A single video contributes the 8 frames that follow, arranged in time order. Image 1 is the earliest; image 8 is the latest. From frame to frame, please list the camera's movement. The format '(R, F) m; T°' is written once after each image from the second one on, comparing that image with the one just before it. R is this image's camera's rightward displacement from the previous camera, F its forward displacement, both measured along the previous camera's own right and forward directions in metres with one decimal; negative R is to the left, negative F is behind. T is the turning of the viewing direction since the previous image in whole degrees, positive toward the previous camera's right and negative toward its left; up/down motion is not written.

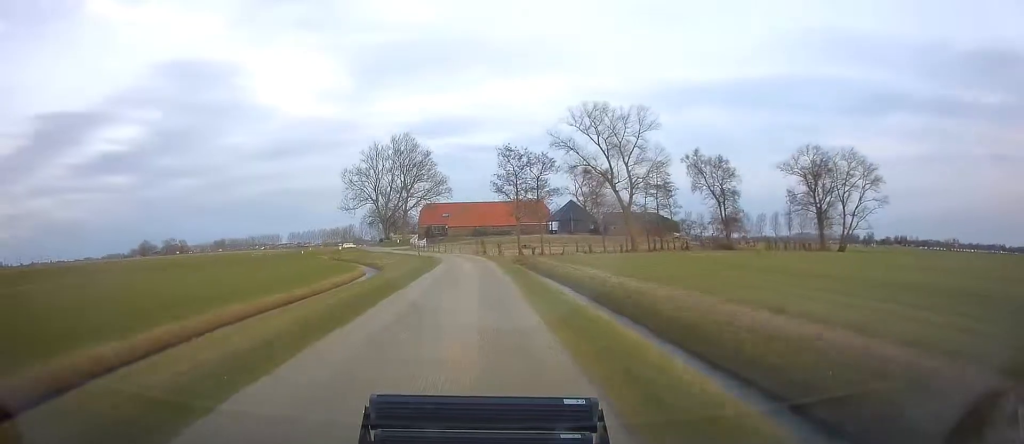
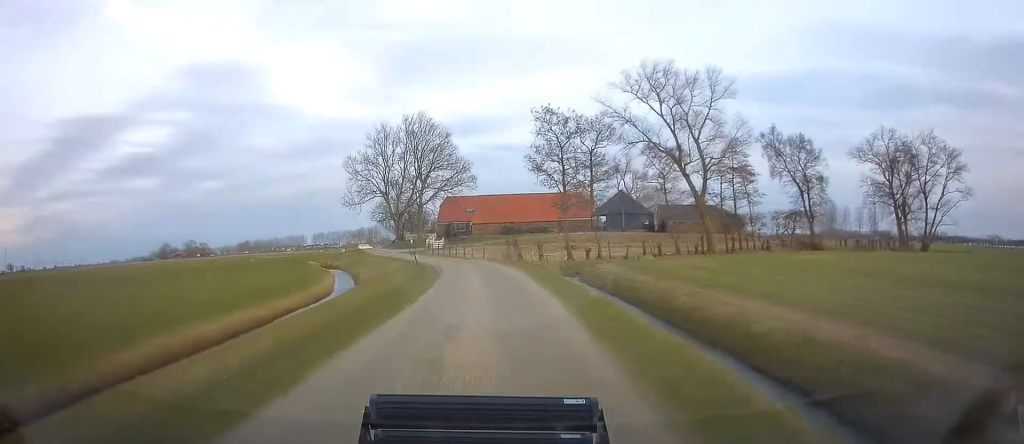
(-0.2, +21.7) m; -3°
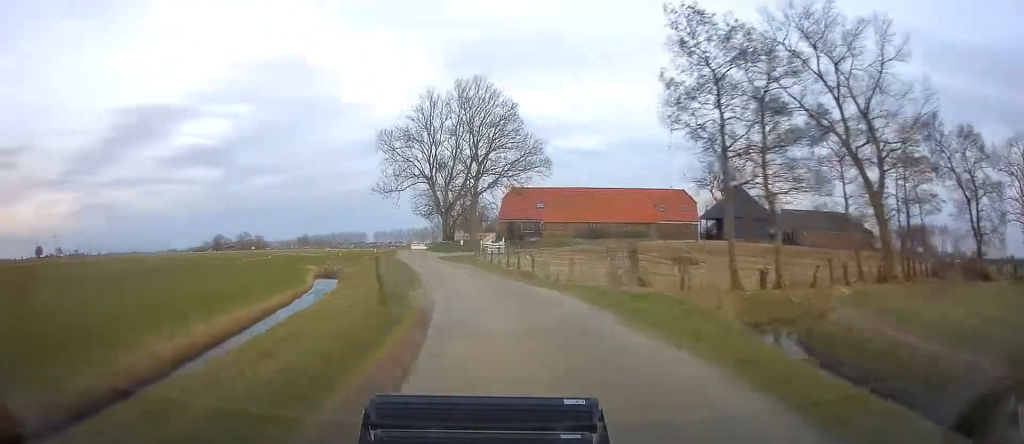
(-0.3, +25.5) m; -5°
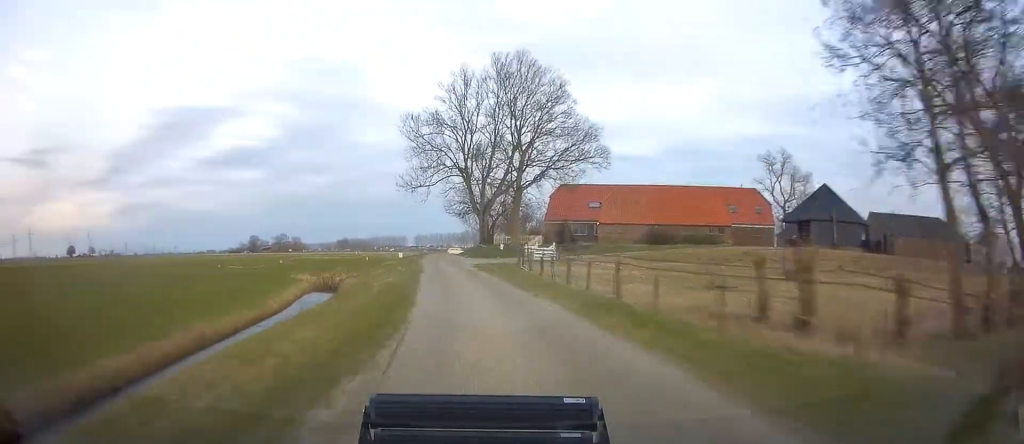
(-0.9, +11.8) m; -3°
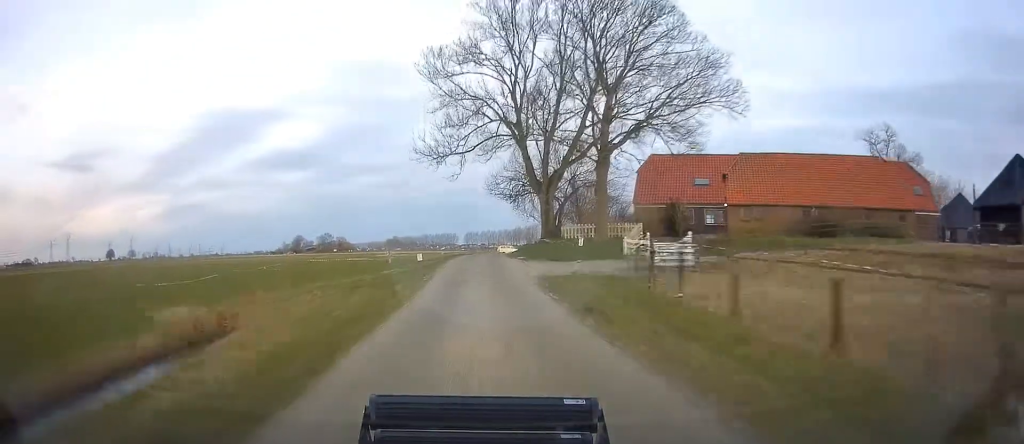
(-1.2, +23.1) m; -5°
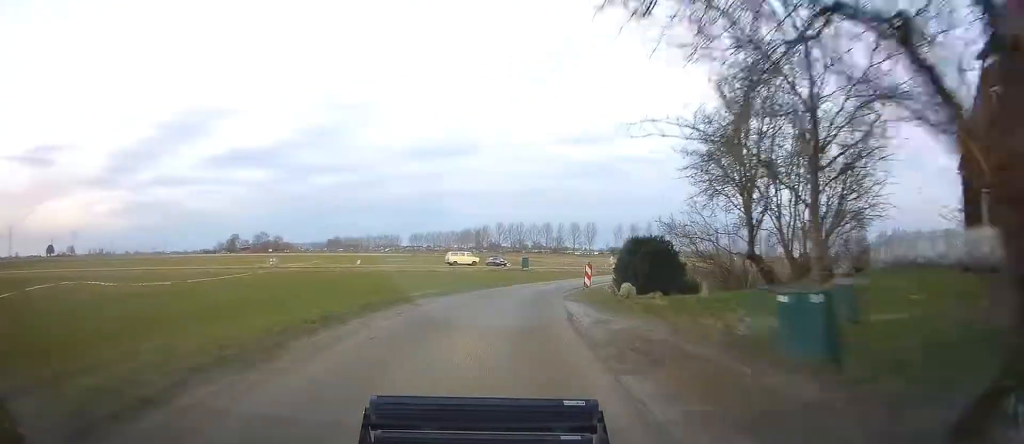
(-1.0, +47.3) m; +3°
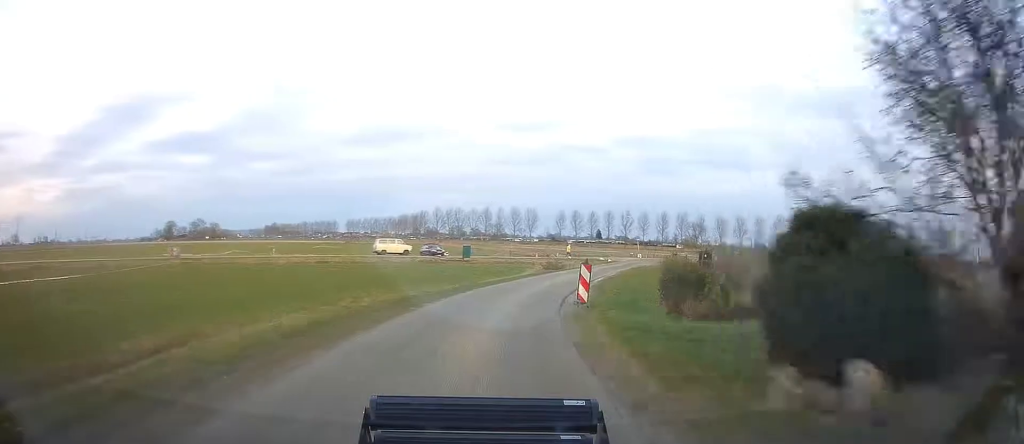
(+0.6, +12.2) m; +6°
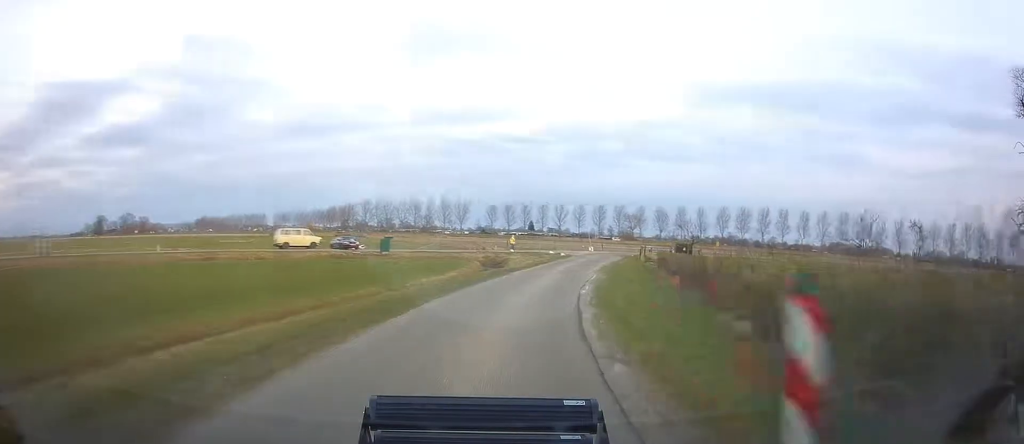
(+0.5, +13.0) m; +6°
